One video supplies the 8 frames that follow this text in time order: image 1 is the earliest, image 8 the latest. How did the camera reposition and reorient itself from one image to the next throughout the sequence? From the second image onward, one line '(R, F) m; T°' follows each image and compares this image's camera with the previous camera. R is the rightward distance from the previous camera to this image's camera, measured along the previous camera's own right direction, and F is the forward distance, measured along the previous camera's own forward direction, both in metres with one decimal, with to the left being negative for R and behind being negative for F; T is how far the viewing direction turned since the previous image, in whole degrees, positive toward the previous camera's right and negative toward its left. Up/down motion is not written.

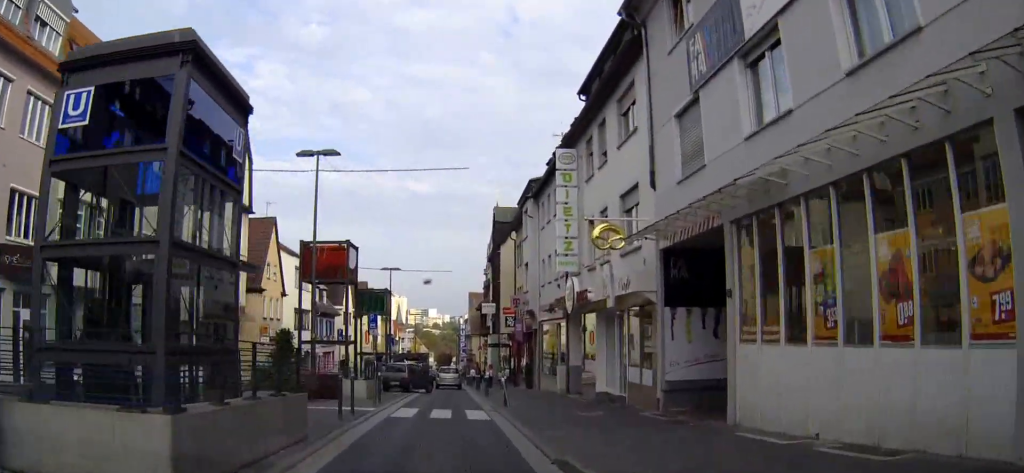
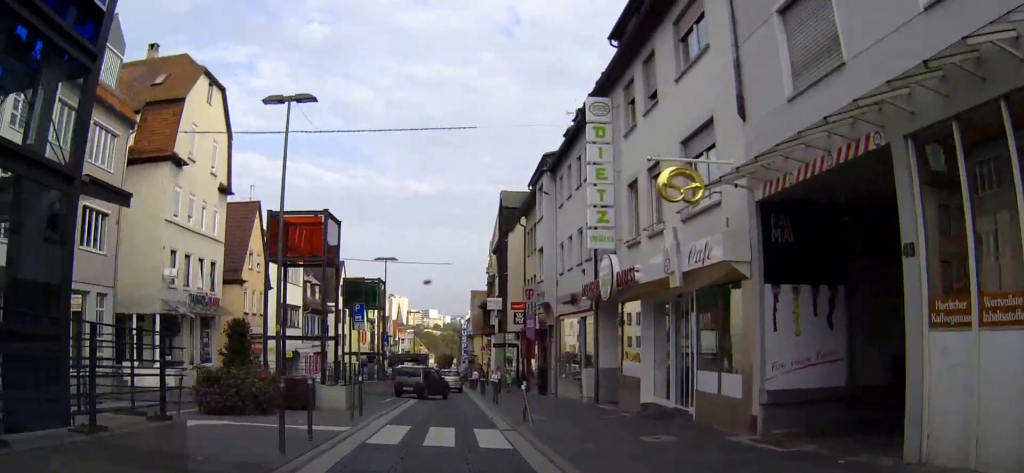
(-0.1, +5.4) m; 0°
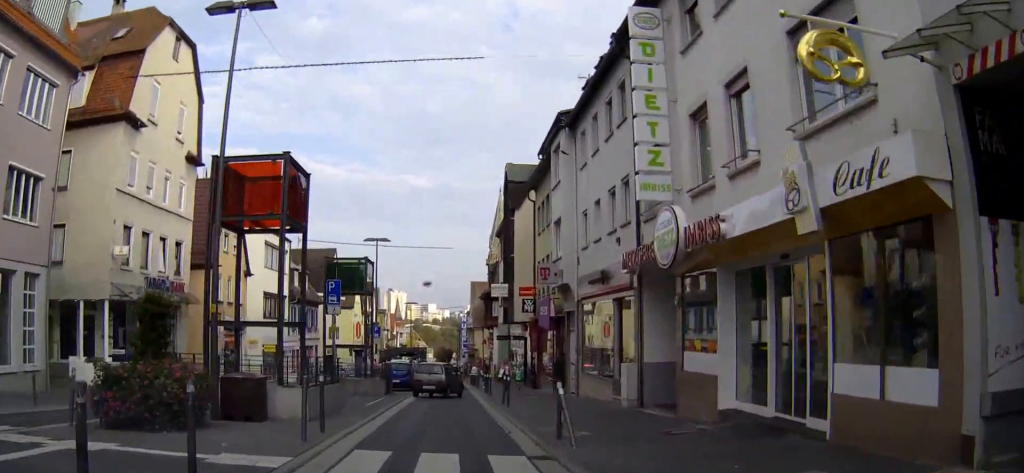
(+0.1, +5.5) m; +1°
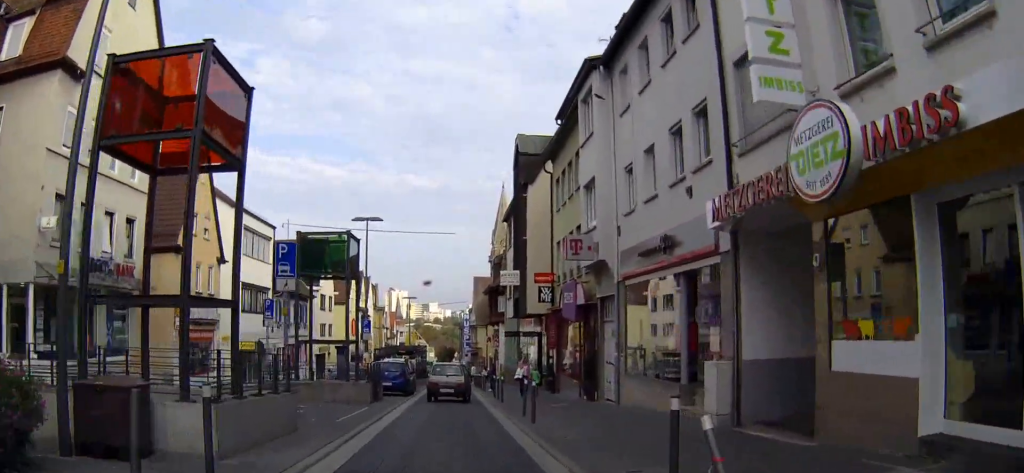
(0.0, +6.1) m; 0°
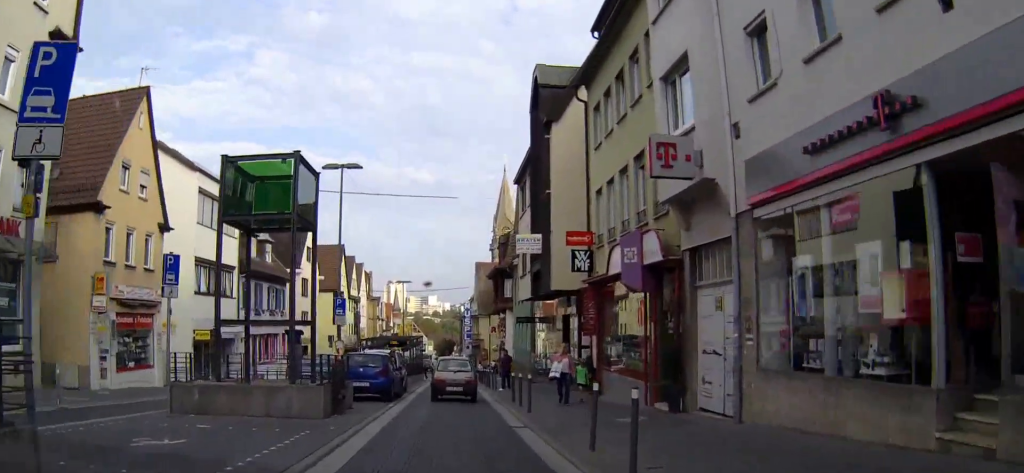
(0.0, +8.9) m; 0°
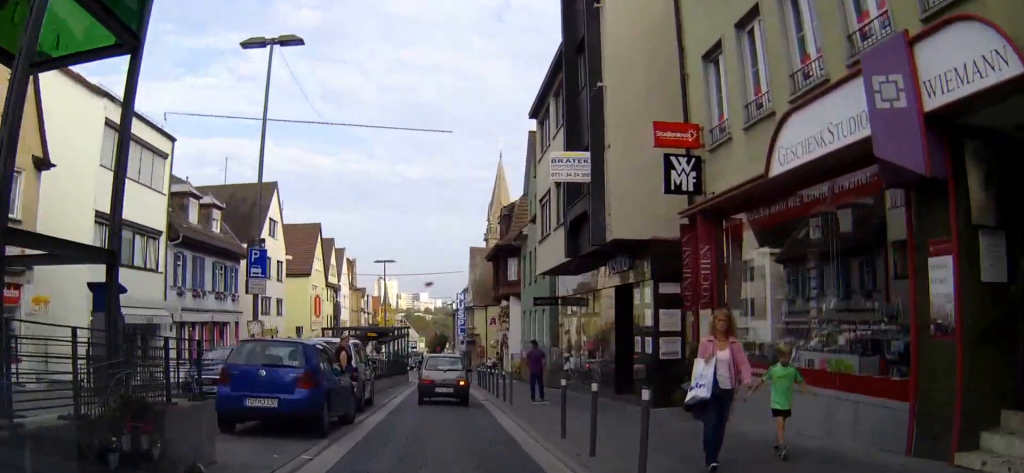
(0.0, +11.5) m; -1°
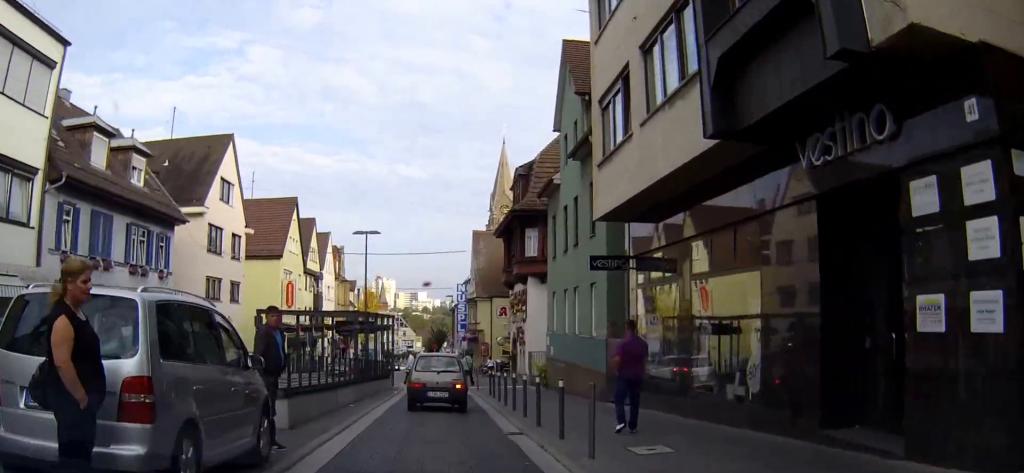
(-0.4, +12.6) m; -1°
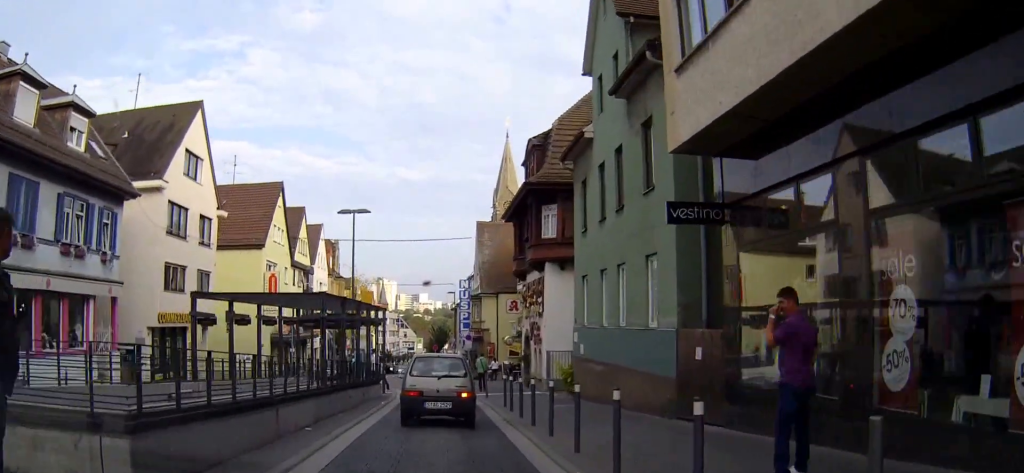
(+0.3, +6.4) m; +3°
